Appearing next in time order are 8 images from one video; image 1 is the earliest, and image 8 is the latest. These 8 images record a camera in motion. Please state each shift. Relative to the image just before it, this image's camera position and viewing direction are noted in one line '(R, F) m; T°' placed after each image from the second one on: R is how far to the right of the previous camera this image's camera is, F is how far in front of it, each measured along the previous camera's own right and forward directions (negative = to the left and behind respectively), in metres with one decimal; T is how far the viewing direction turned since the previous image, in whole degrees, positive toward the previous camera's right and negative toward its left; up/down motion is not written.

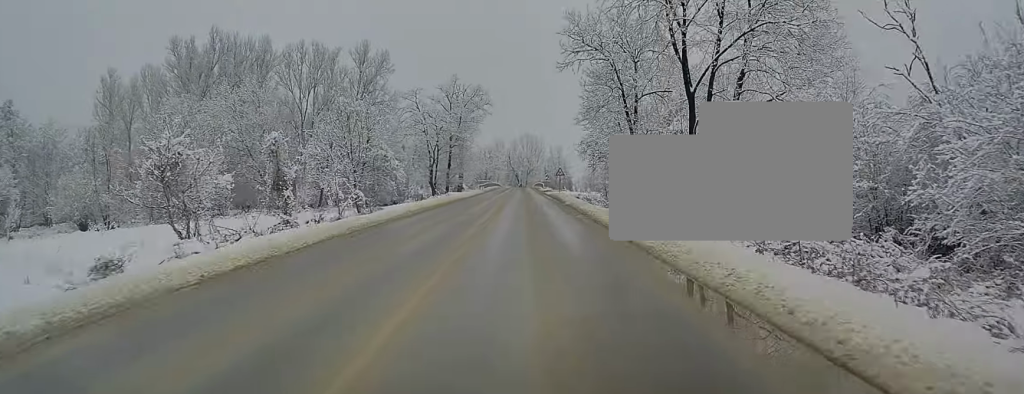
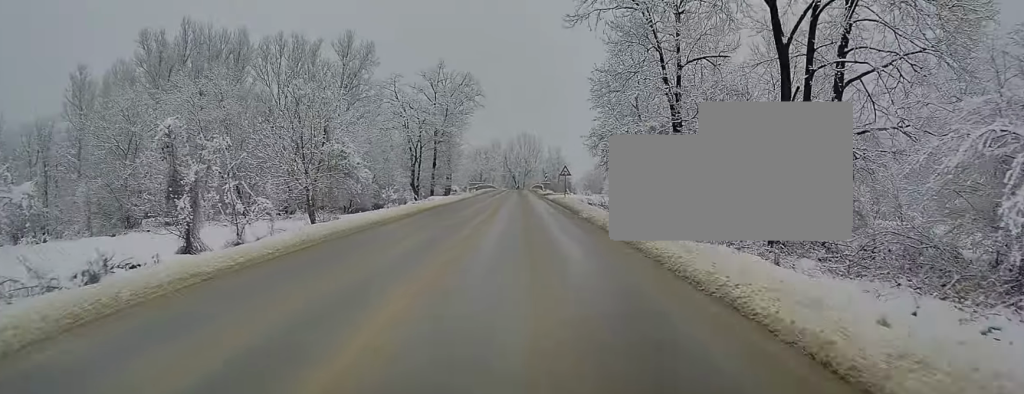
(0.0, +12.5) m; 0°
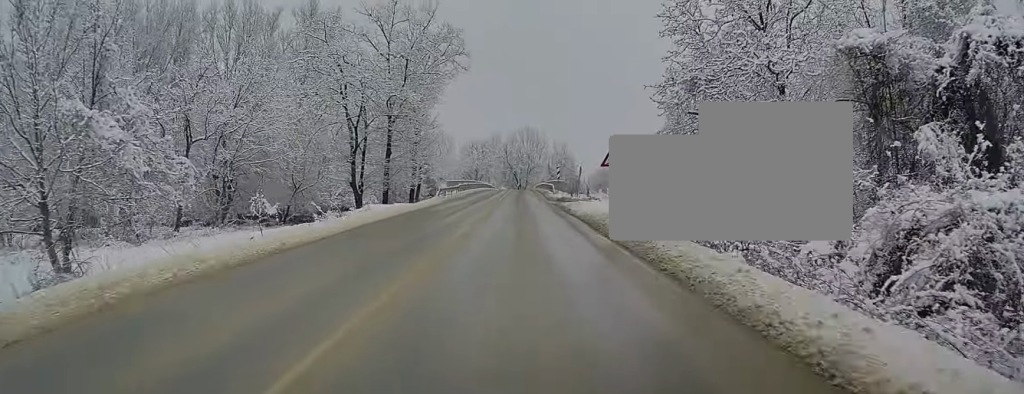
(+0.4, +27.3) m; +1°
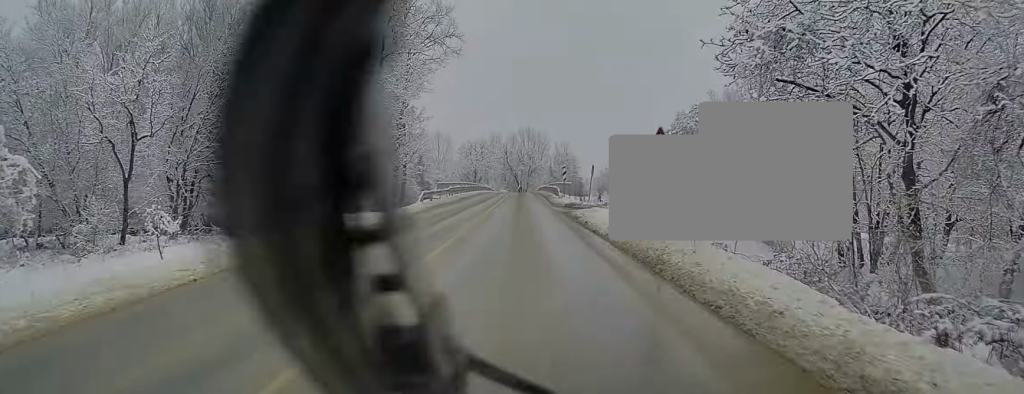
(+0.1, +8.3) m; 0°
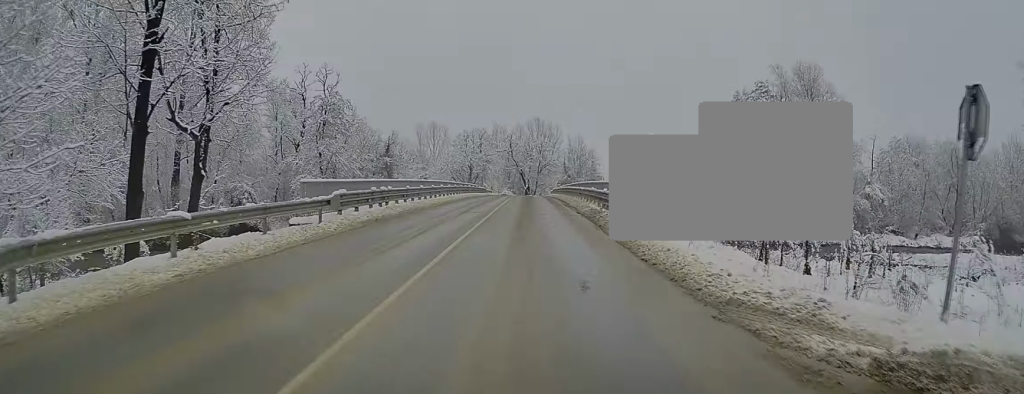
(-0.3, +34.7) m; -1°
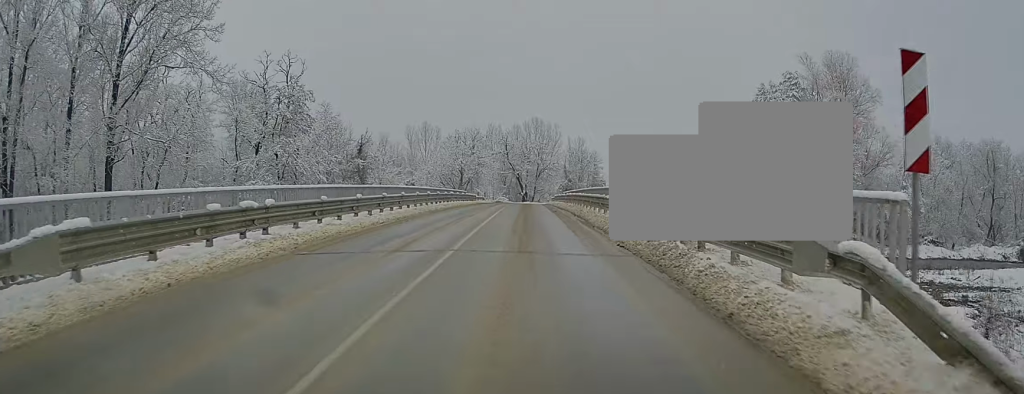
(0.0, +13.1) m; 0°
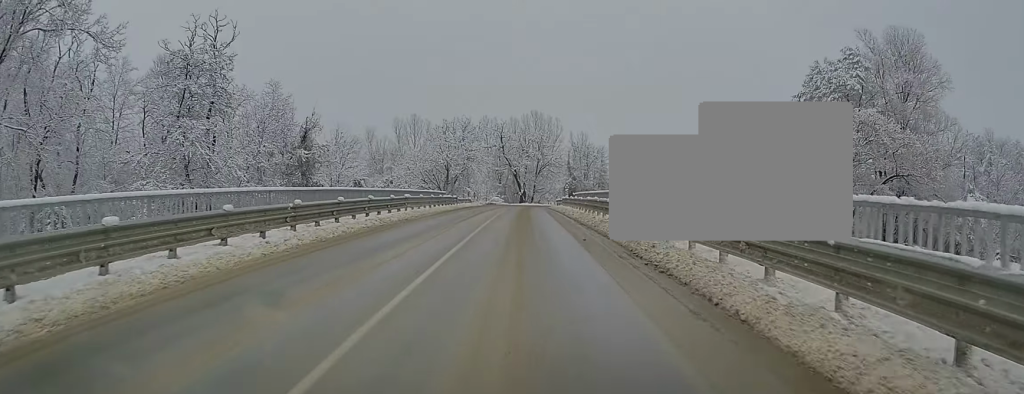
(-0.1, +18.6) m; 0°
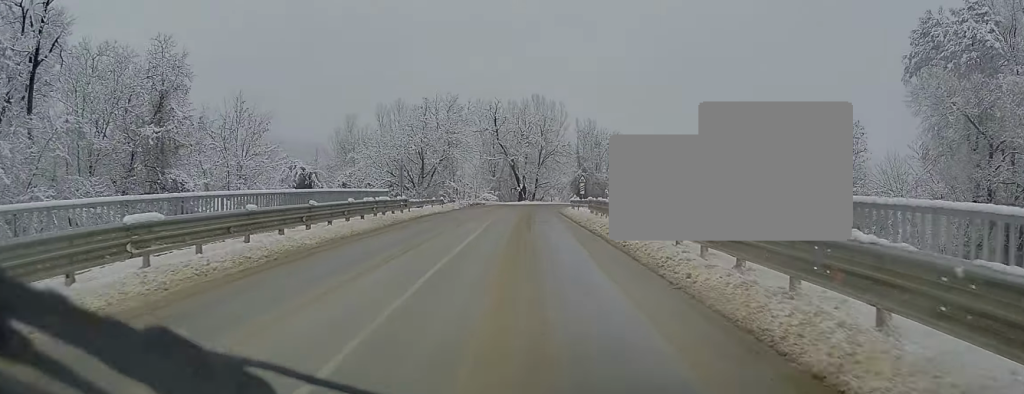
(+0.1, +23.5) m; 0°
